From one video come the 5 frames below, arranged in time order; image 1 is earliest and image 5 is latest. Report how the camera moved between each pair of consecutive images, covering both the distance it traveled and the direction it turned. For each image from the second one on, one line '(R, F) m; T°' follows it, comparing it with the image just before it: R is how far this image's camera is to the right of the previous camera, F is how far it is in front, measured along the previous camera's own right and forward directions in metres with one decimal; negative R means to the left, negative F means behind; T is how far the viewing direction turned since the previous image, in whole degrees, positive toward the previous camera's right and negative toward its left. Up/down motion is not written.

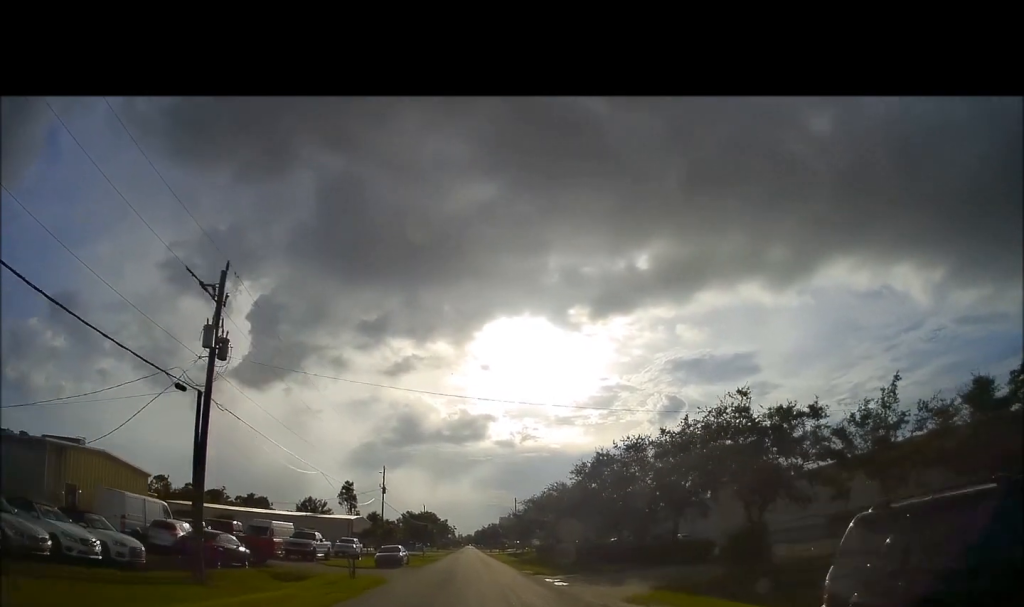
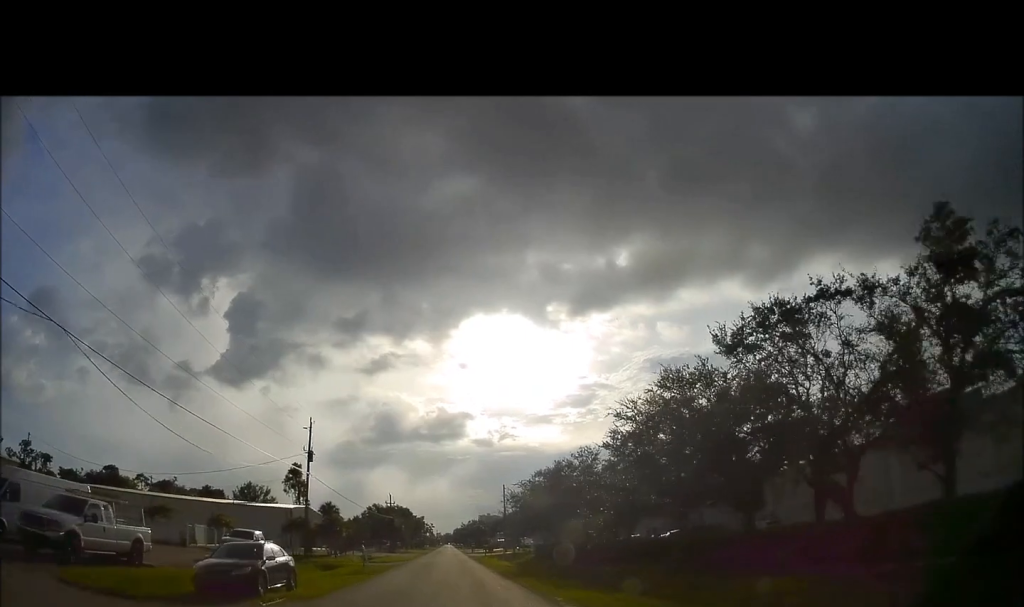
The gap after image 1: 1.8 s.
(-0.6, +24.9) m; -1°
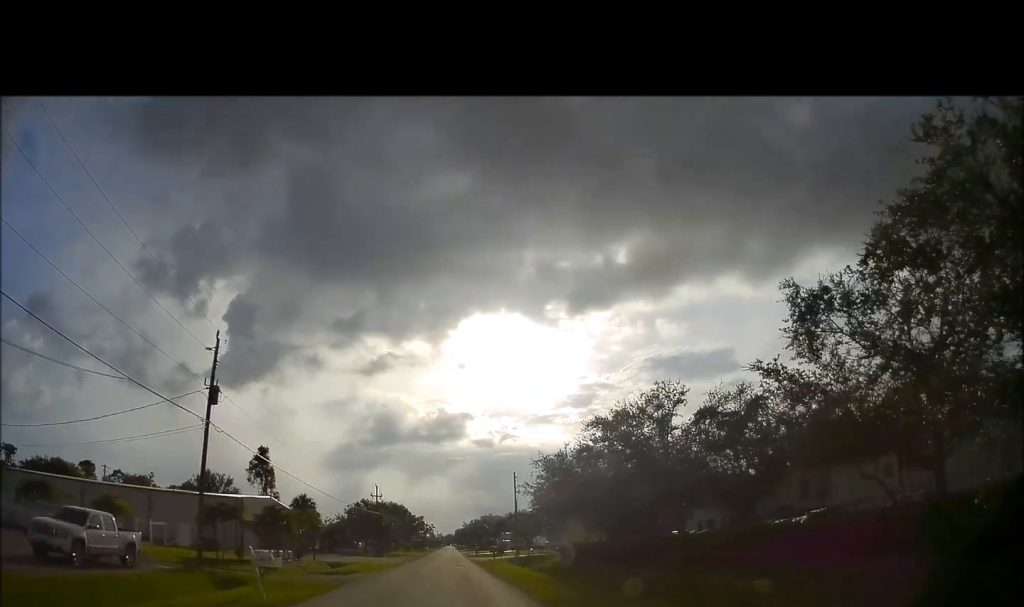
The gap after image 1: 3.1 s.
(+0.5, +17.6) m; +3°
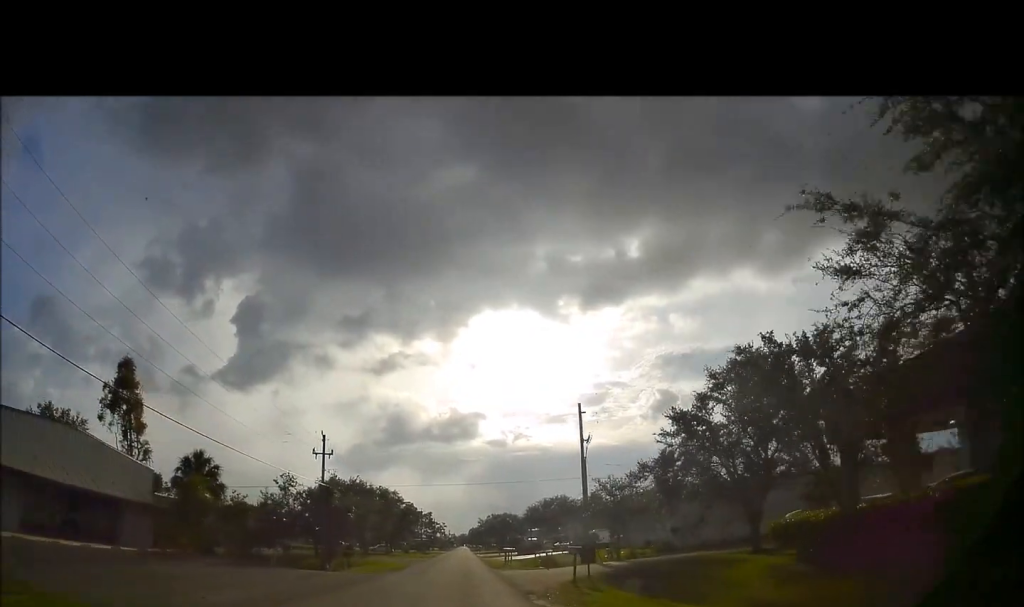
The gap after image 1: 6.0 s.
(+0.2, +37.8) m; -1°
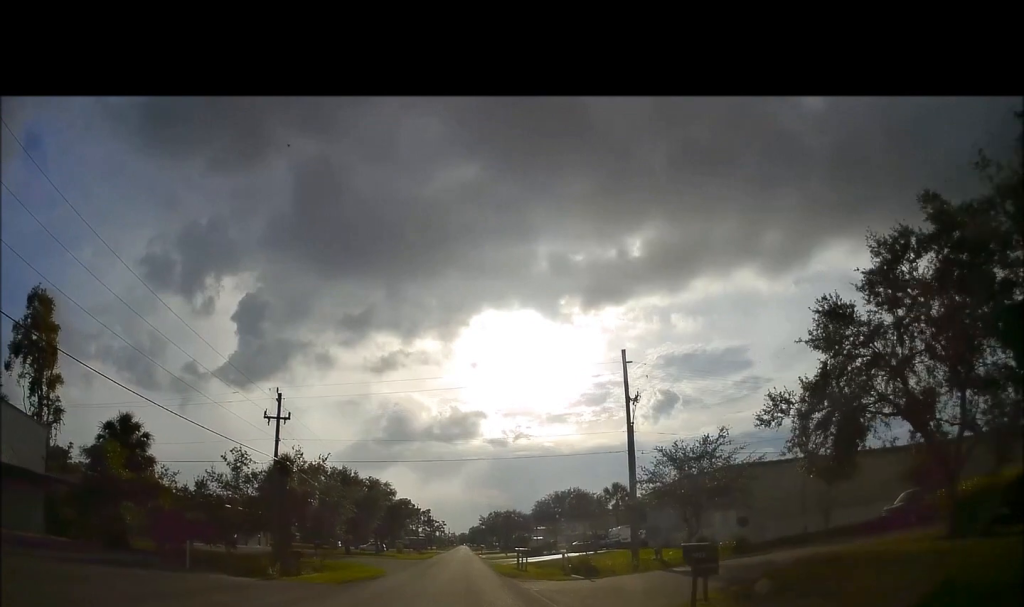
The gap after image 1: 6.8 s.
(0.0, +11.4) m; 0°
